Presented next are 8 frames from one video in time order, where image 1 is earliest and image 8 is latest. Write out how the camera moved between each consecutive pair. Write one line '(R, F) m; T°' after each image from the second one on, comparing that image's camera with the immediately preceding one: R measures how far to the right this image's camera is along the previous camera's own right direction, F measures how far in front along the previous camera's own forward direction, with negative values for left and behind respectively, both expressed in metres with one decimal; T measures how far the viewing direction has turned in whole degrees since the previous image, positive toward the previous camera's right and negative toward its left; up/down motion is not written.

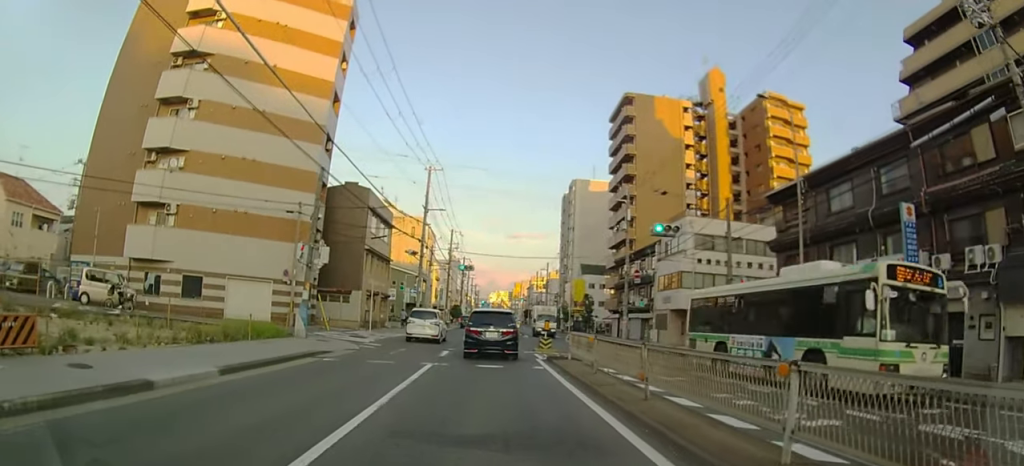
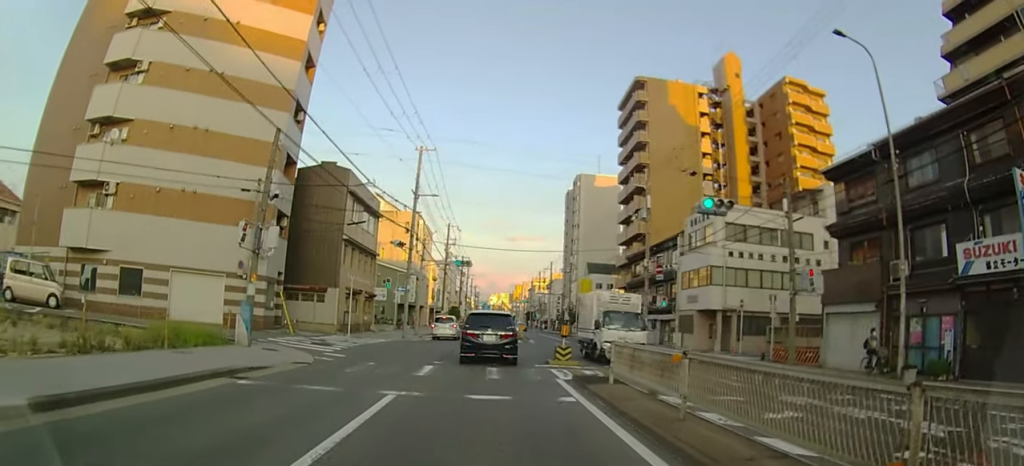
(0.0, +5.9) m; 0°
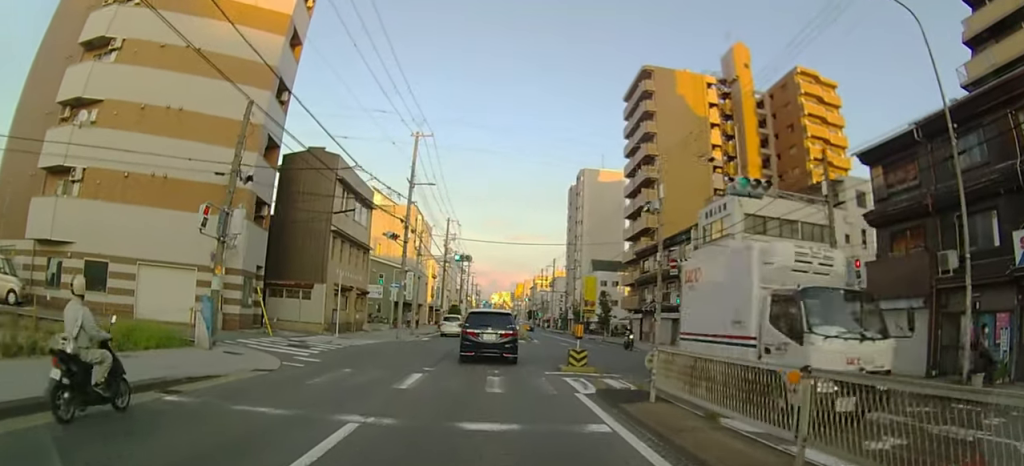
(0.0, +2.8) m; 0°
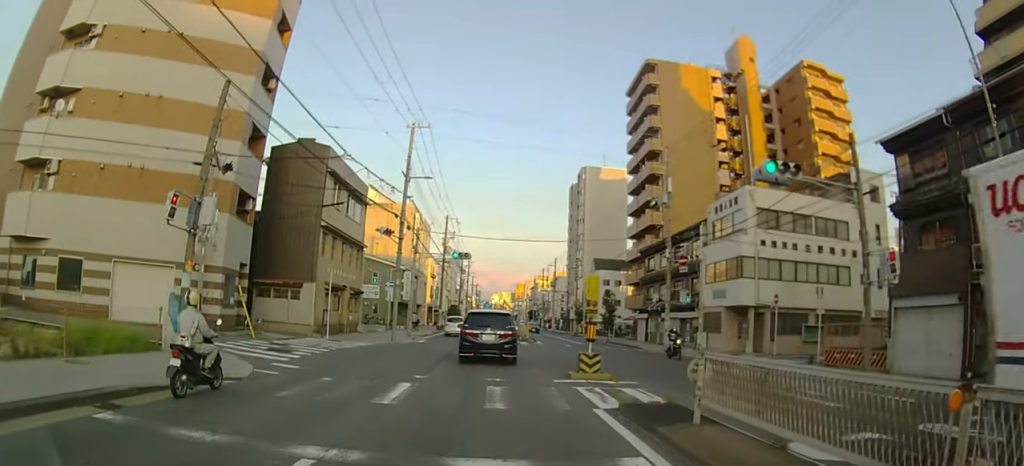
(0.0, +1.8) m; 0°
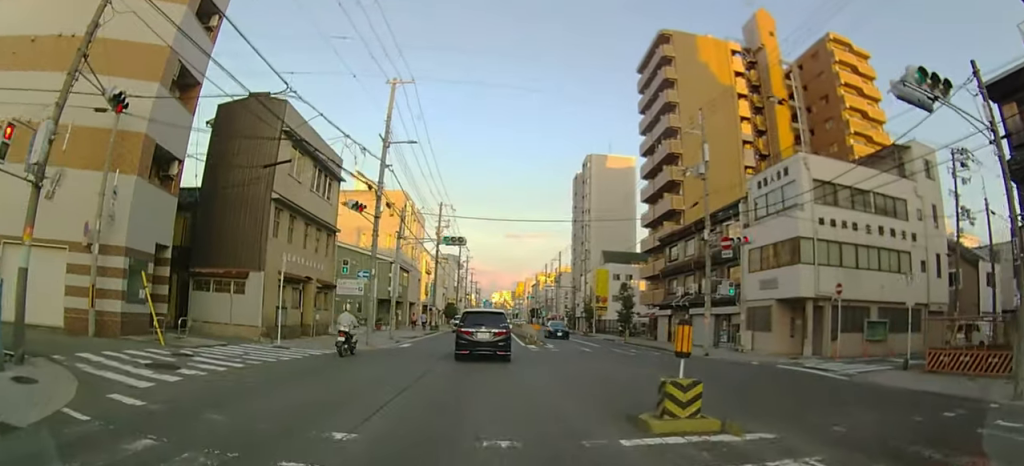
(0.0, +5.9) m; 0°
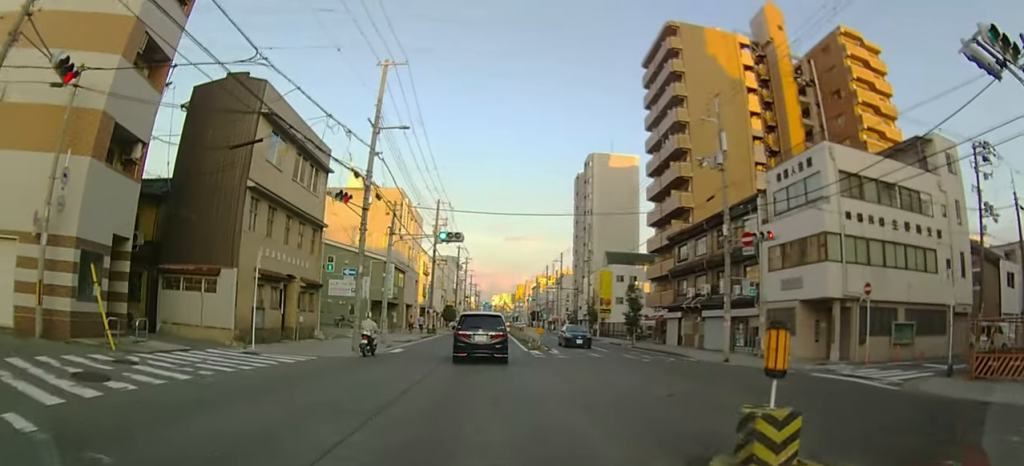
(0.0, +2.1) m; 0°
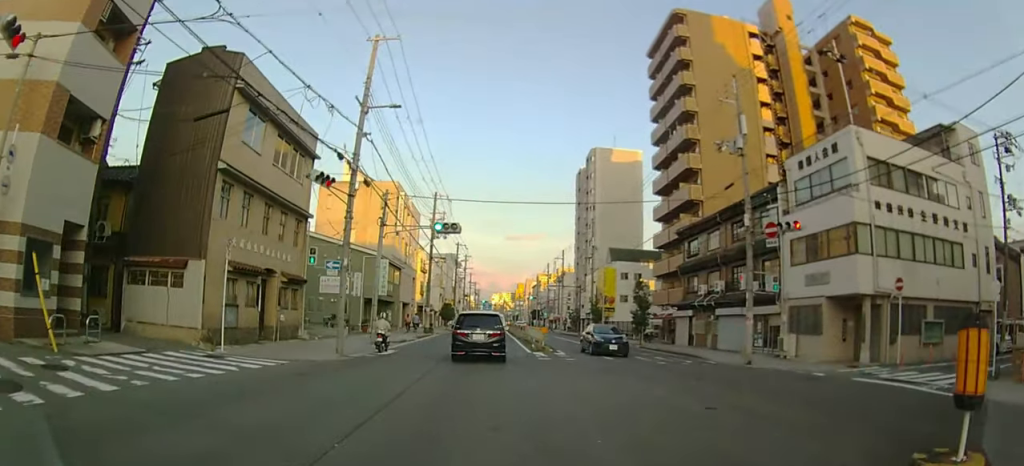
(0.0, +2.0) m; 0°
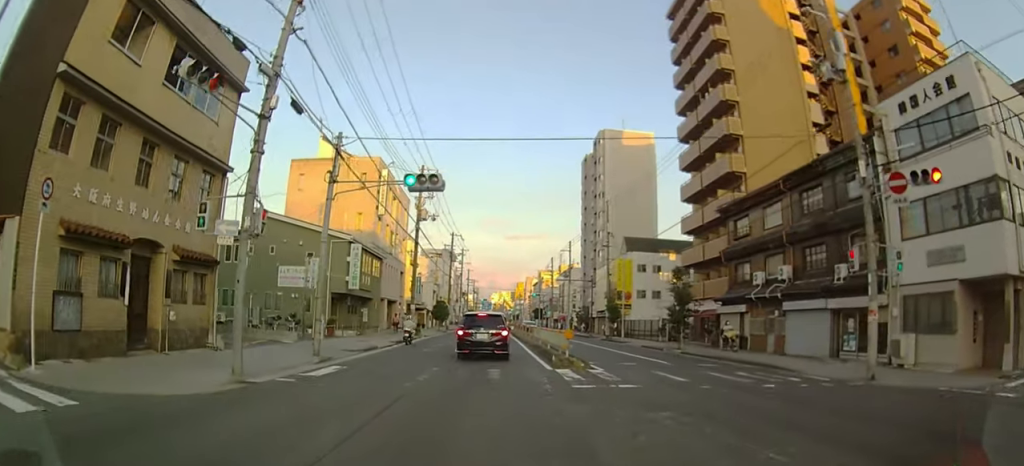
(+0.1, +7.9) m; +2°
